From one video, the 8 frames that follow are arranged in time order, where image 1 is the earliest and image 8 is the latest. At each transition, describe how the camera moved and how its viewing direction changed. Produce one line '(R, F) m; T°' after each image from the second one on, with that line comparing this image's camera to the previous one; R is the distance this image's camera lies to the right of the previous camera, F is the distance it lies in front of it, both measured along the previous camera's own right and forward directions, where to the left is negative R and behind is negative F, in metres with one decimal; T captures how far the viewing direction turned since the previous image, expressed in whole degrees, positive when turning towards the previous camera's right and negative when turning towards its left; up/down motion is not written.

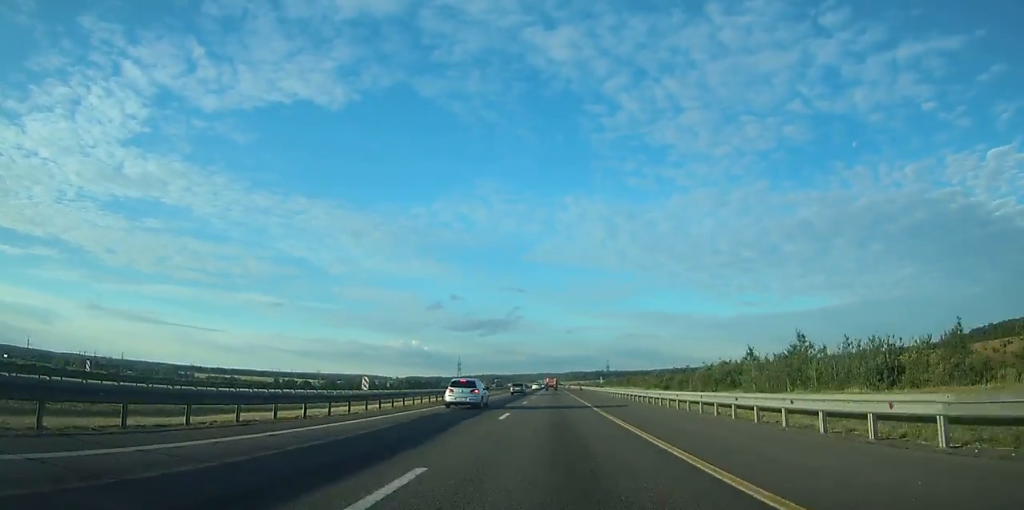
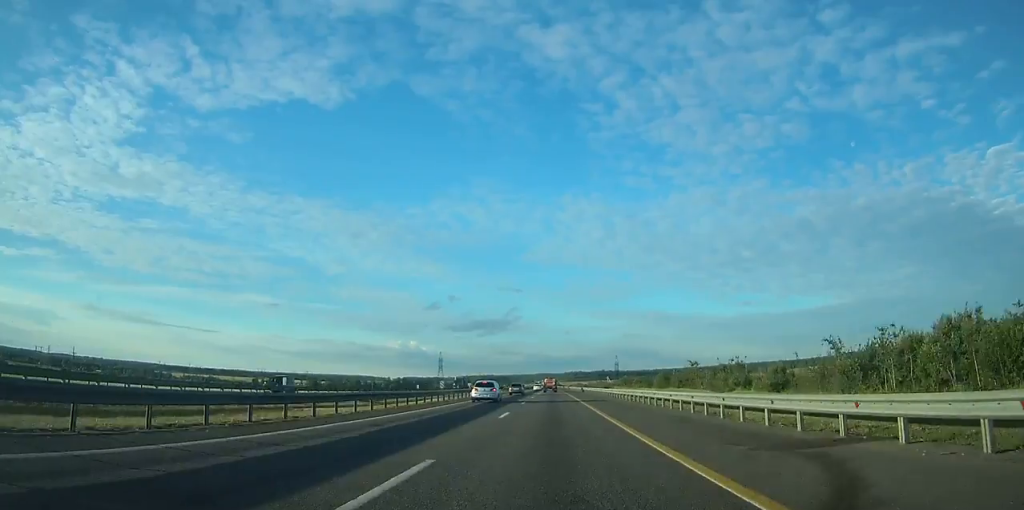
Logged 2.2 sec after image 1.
(+0.1, +61.4) m; 0°
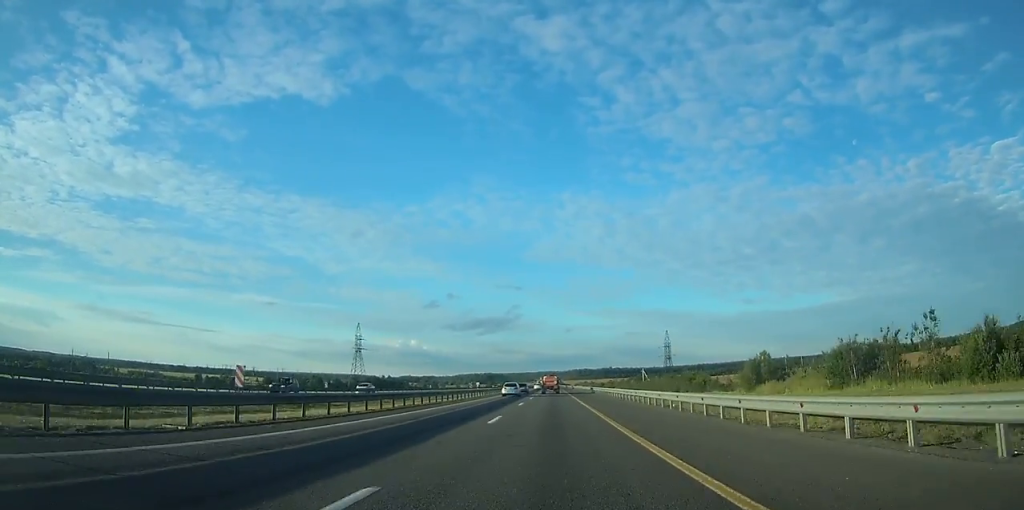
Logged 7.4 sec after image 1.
(-0.2, +148.2) m; 0°
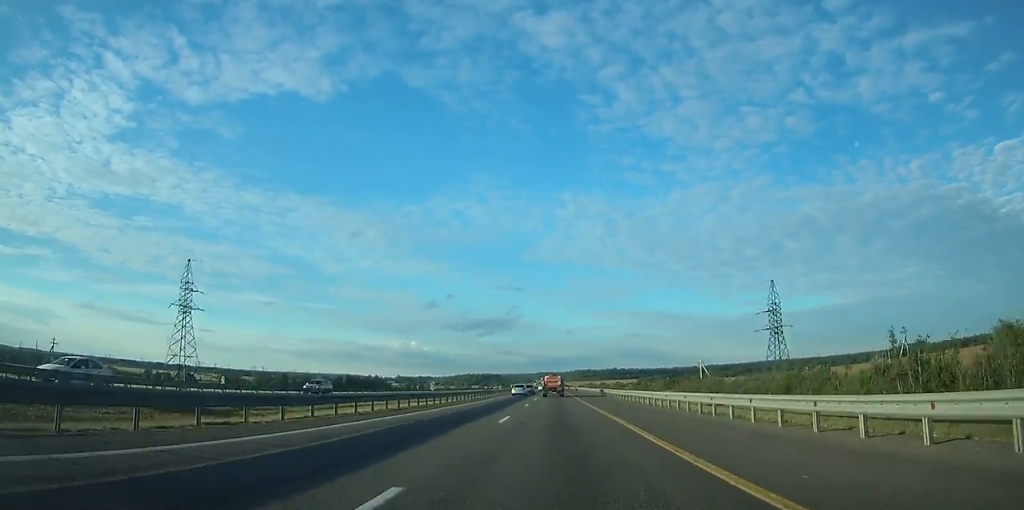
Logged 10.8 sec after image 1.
(-0.2, +102.0) m; -1°
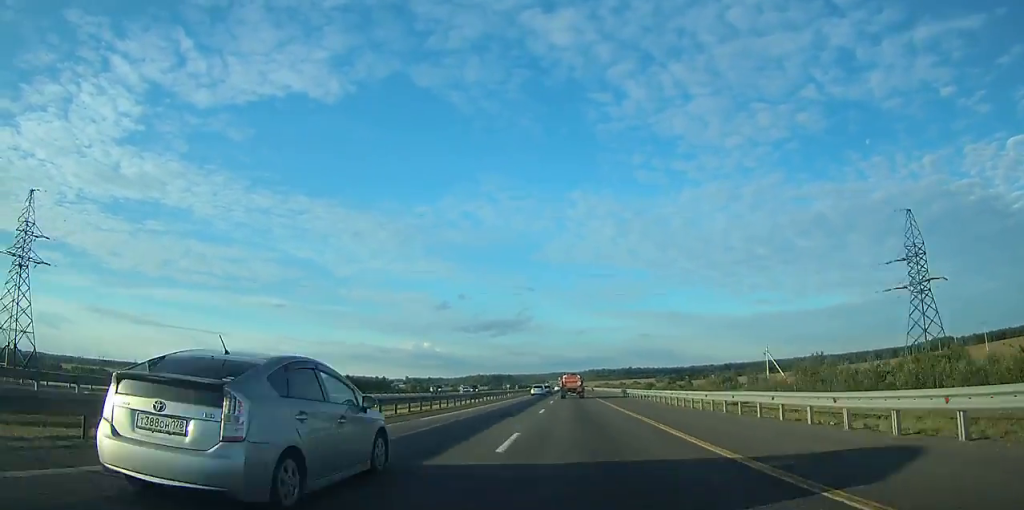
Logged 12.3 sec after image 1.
(-0.1, +44.1) m; 0°
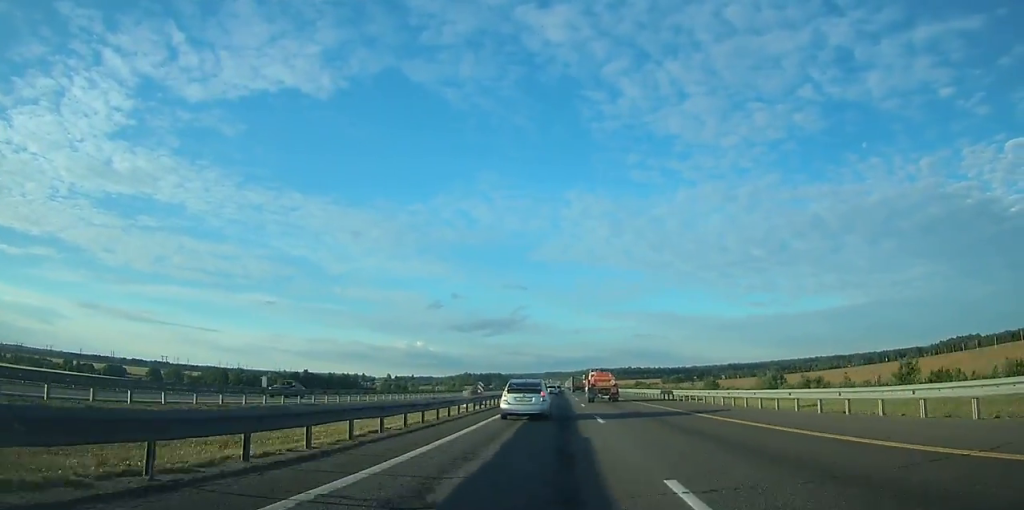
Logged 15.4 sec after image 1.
(-0.4, +93.0) m; 0°
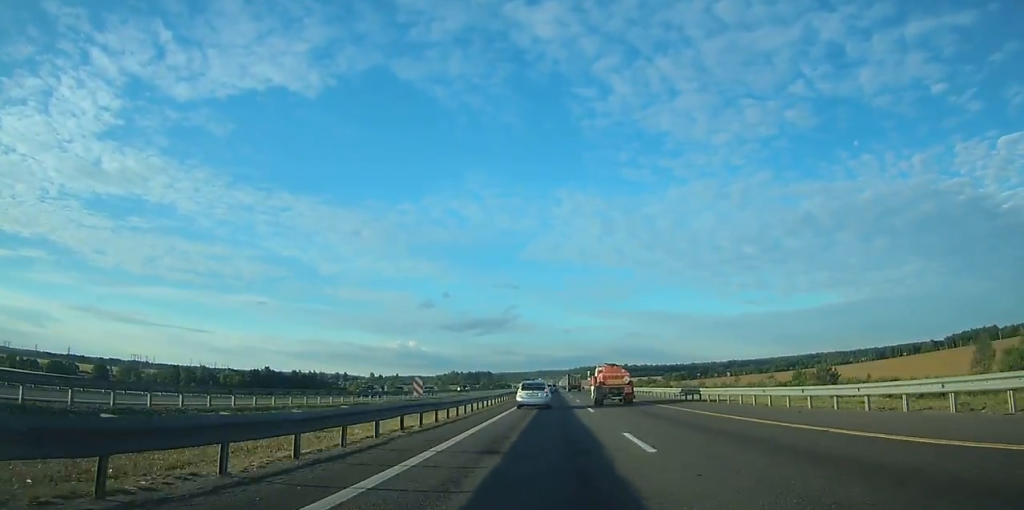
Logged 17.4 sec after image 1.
(+0.4, +55.9) m; 0°
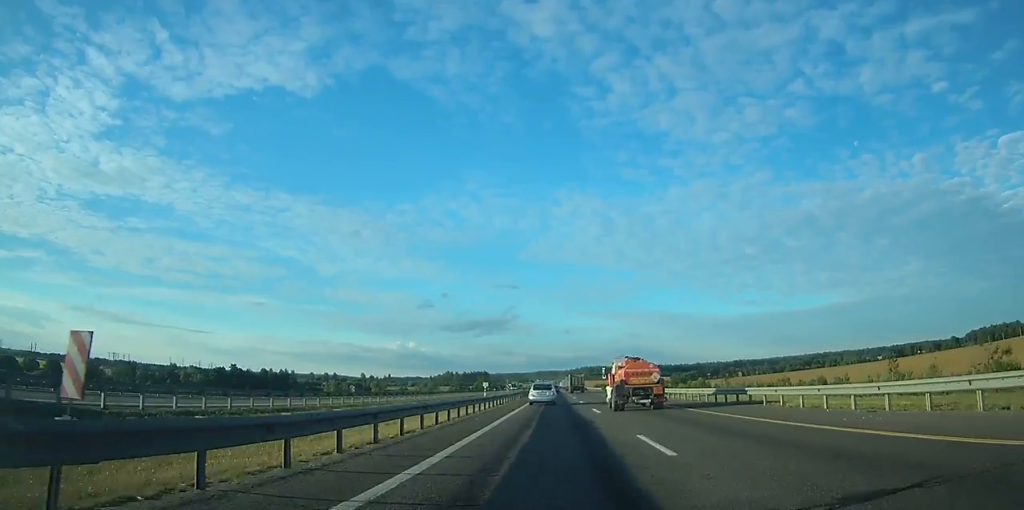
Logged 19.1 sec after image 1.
(0.0, +44.9) m; 0°
